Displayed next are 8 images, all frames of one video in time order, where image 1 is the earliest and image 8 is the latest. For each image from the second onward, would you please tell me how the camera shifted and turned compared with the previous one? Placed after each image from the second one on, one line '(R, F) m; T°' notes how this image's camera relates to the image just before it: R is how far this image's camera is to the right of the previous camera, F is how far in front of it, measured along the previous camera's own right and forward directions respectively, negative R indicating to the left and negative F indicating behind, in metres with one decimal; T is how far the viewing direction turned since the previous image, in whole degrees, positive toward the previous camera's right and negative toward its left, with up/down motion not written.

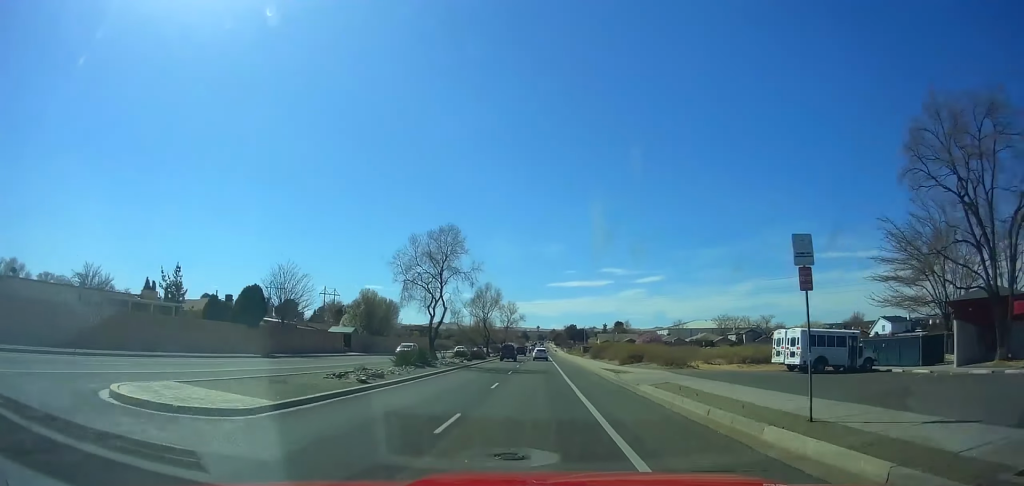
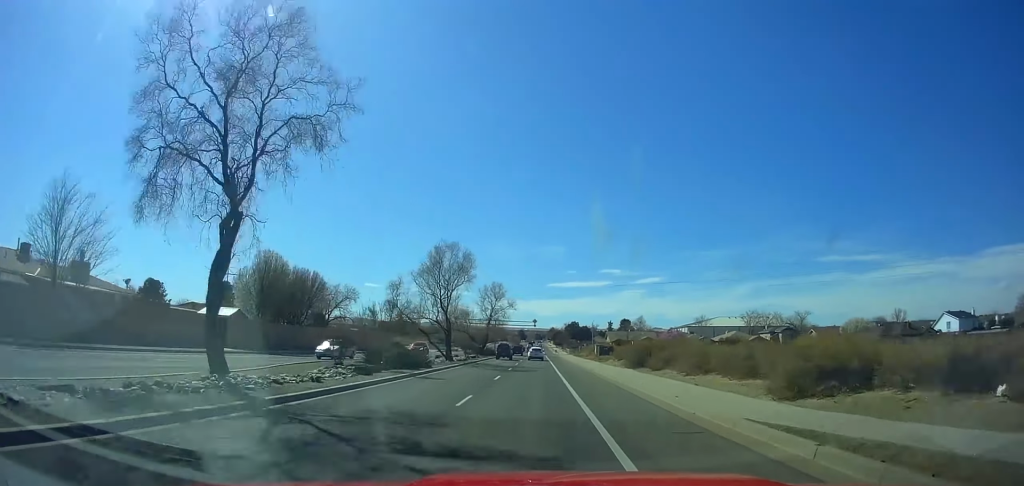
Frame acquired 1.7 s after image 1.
(+0.2, +30.0) m; +1°
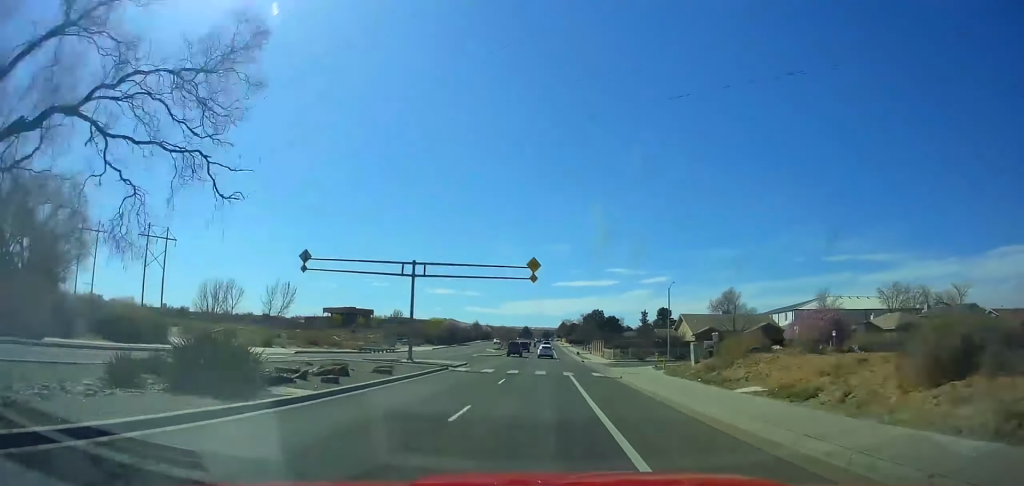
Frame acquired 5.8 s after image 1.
(-0.3, +75.5) m; -1°
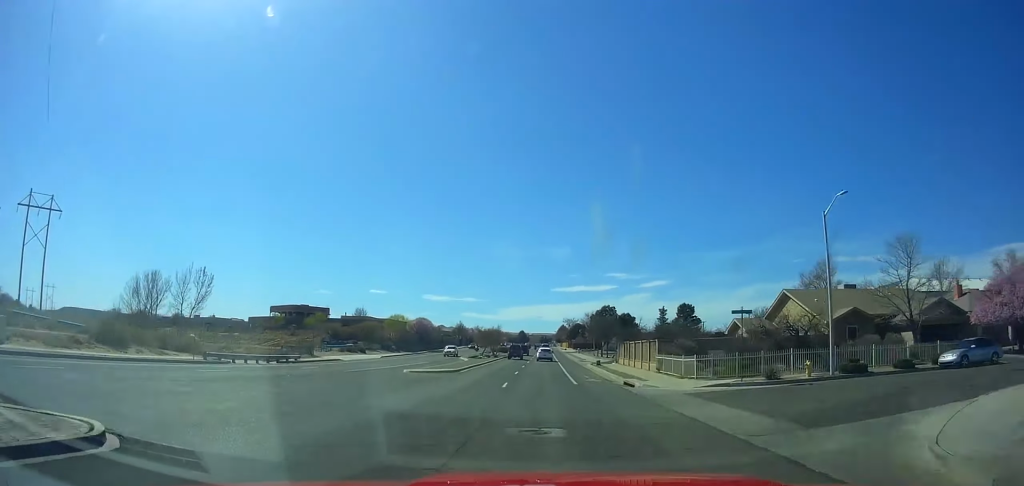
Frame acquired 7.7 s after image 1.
(-0.6, +35.3) m; 0°
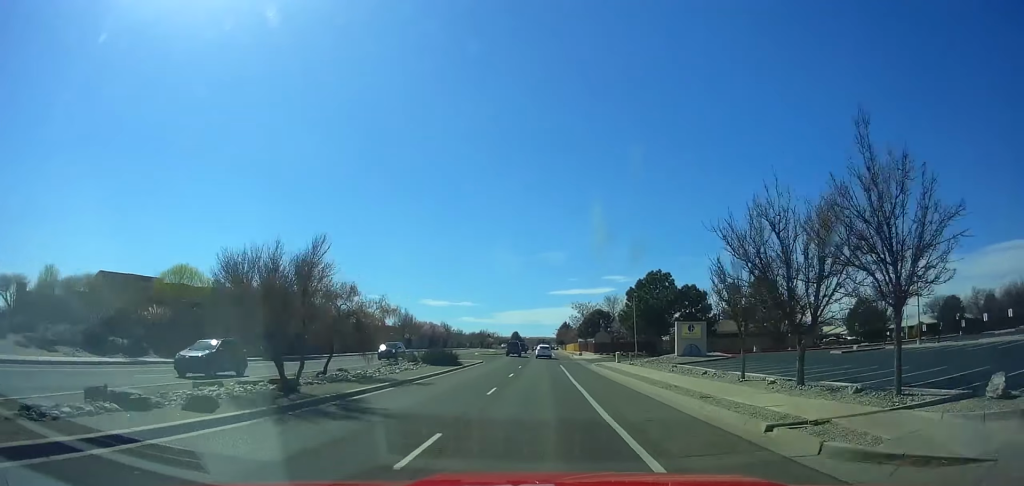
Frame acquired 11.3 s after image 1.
(+1.3, +66.5) m; +1°
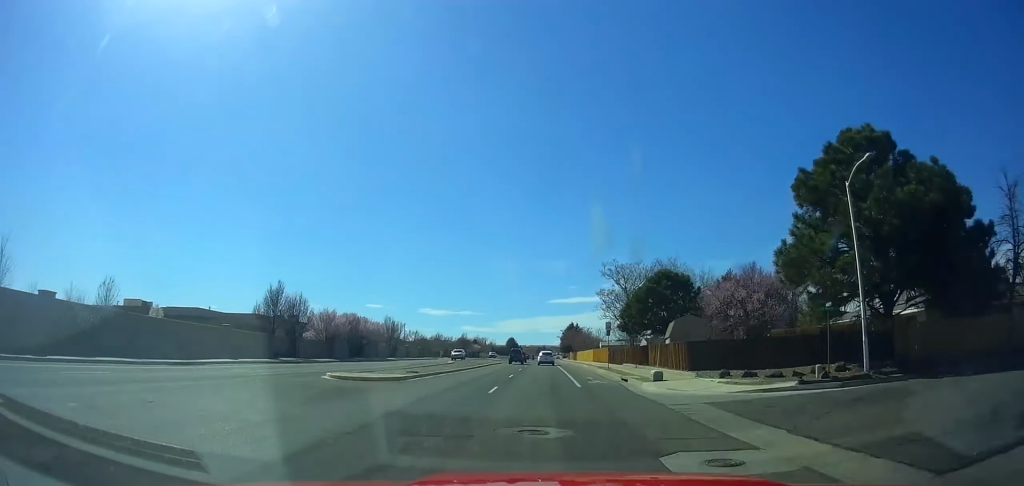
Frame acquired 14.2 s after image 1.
(-0.1, +53.5) m; 0°
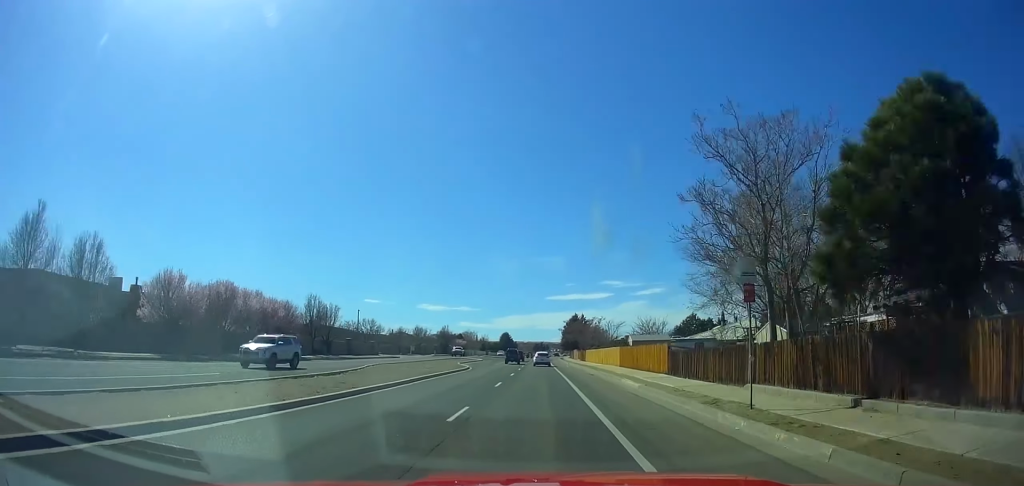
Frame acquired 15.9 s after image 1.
(-0.2, +31.3) m; 0°
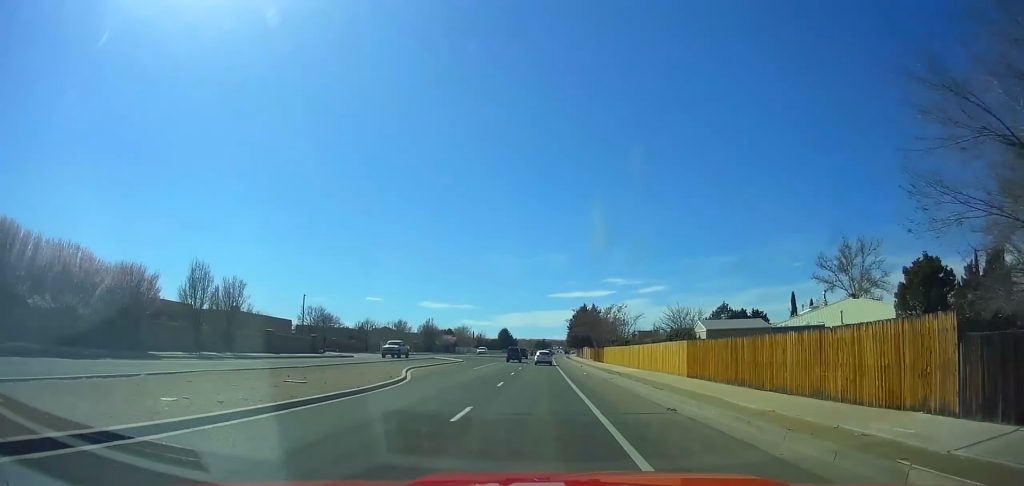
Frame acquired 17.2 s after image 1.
(0.0, +23.9) m; 0°
